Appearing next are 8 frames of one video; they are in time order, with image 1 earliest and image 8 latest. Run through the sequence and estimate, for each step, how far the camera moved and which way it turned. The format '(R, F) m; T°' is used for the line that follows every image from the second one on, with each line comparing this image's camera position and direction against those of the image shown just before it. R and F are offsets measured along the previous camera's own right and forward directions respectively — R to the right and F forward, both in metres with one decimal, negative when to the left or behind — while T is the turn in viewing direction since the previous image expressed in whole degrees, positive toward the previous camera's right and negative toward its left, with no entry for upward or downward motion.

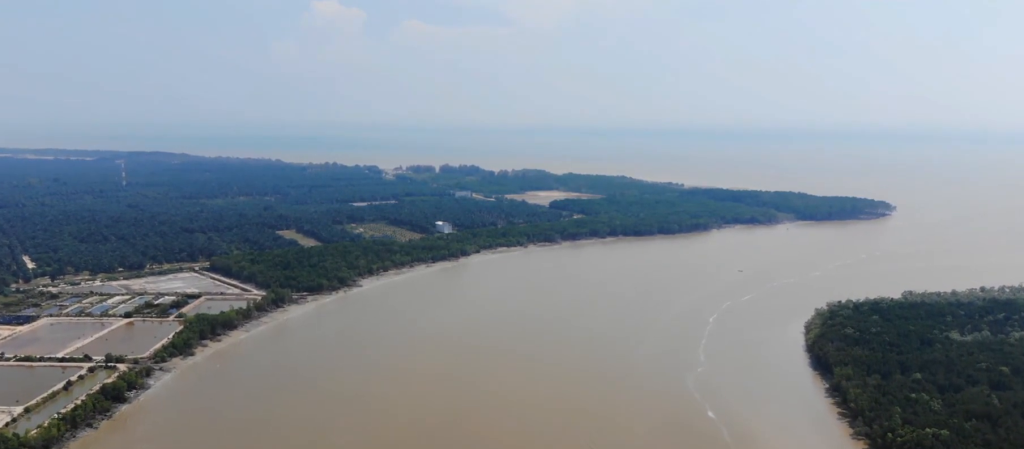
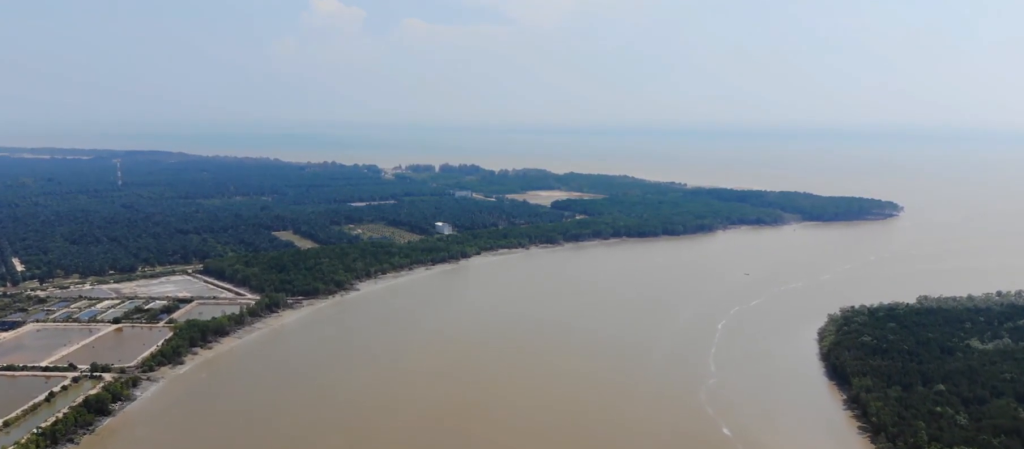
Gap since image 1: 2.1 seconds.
(-0.1, +23.2) m; 0°
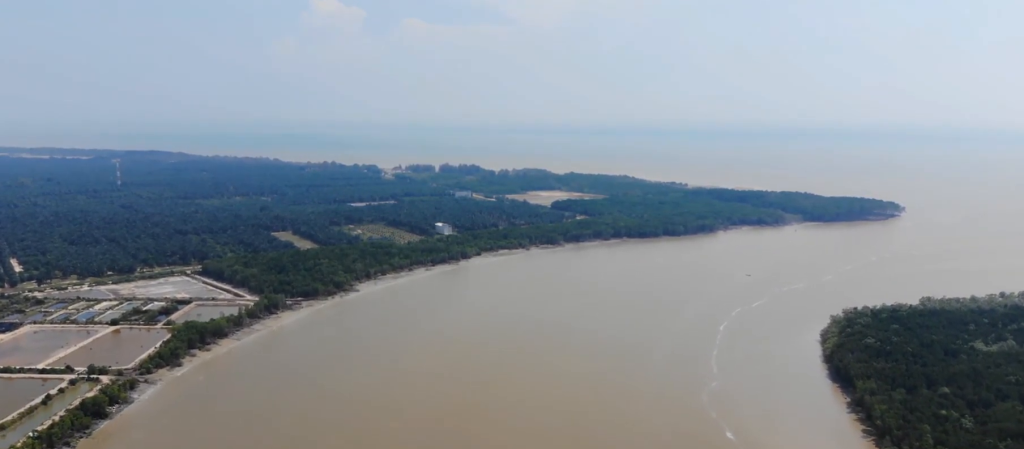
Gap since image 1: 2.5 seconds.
(0.0, +4.4) m; 0°
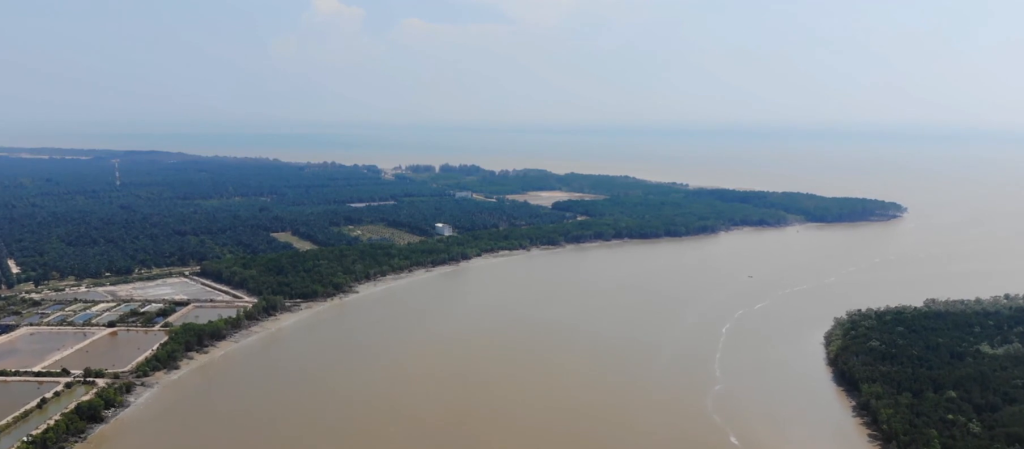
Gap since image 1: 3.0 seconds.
(0.0, +6.0) m; 0°
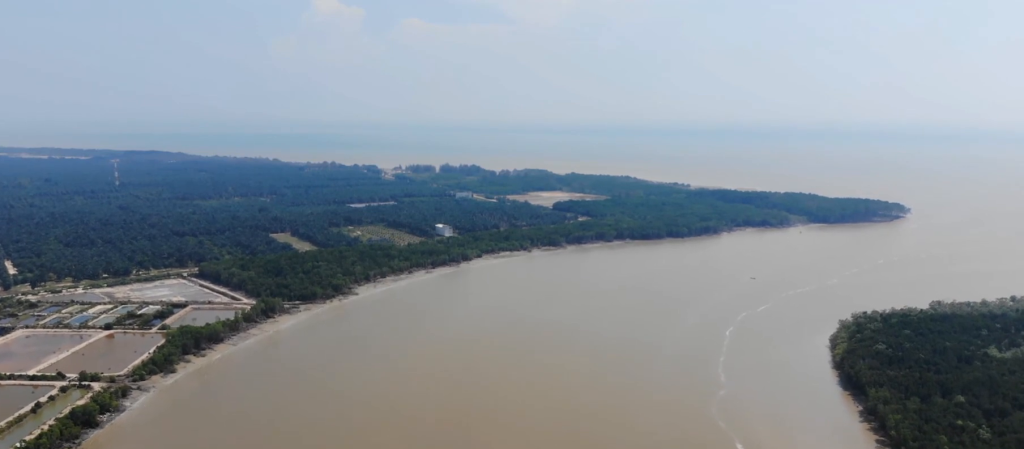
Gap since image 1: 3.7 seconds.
(0.0, +7.5) m; 0°
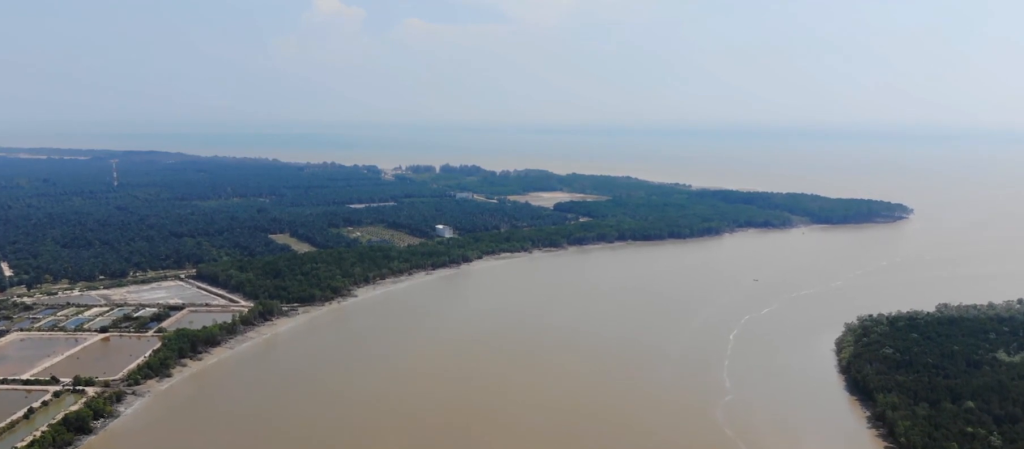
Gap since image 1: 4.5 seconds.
(0.0, +8.6) m; 0°
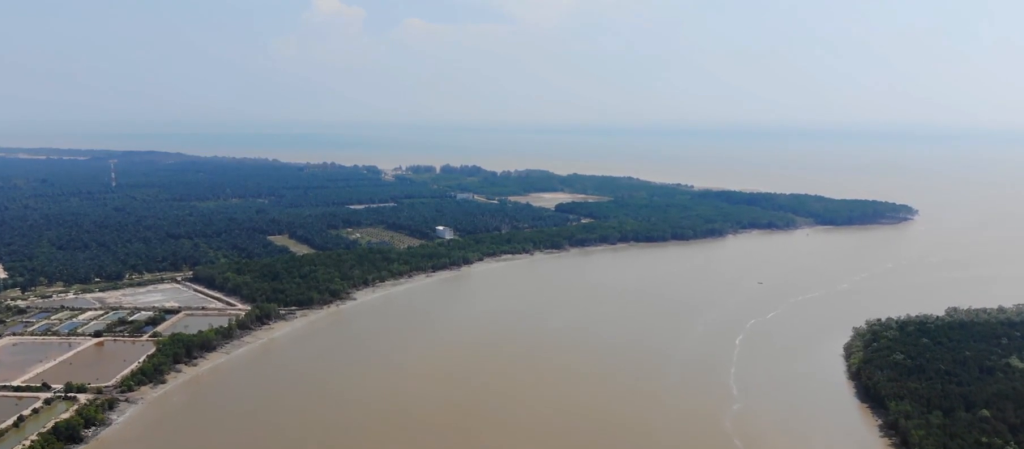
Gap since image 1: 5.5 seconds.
(0.0, +12.0) m; 0°
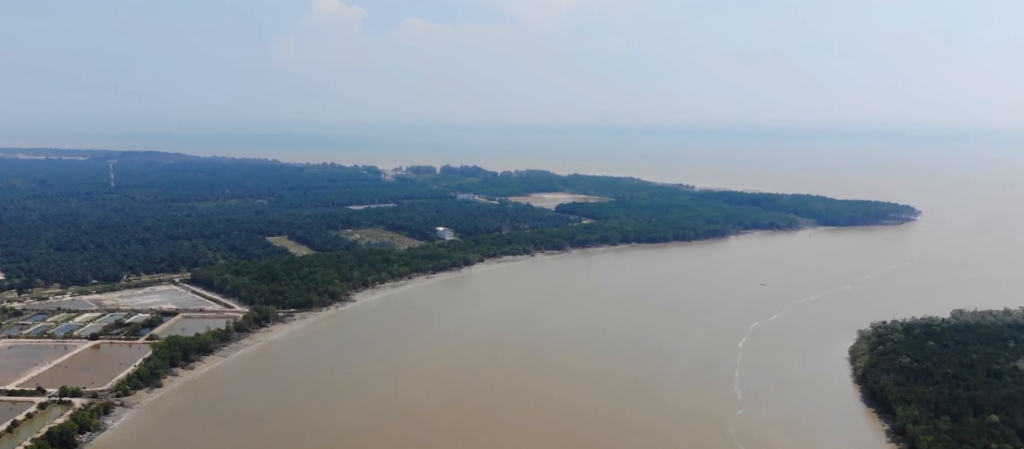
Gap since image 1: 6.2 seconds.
(0.0, +7.2) m; 0°
